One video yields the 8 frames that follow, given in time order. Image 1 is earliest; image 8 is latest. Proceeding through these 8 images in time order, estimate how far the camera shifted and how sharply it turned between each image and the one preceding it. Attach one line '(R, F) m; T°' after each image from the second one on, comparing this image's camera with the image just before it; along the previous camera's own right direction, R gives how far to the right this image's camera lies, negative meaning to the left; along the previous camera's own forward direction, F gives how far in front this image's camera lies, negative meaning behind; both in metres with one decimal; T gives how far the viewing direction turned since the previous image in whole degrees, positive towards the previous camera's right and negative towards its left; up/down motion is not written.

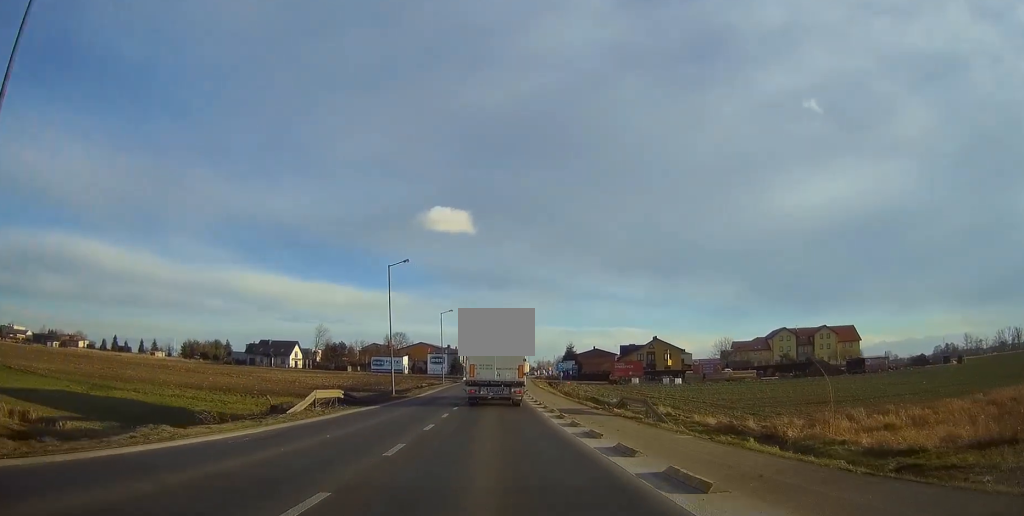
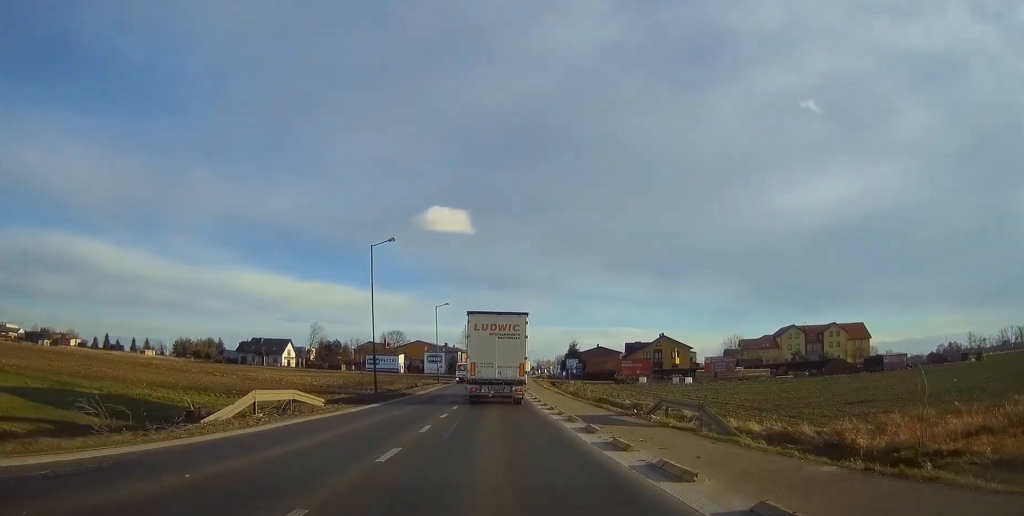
(0.0, +7.1) m; 0°
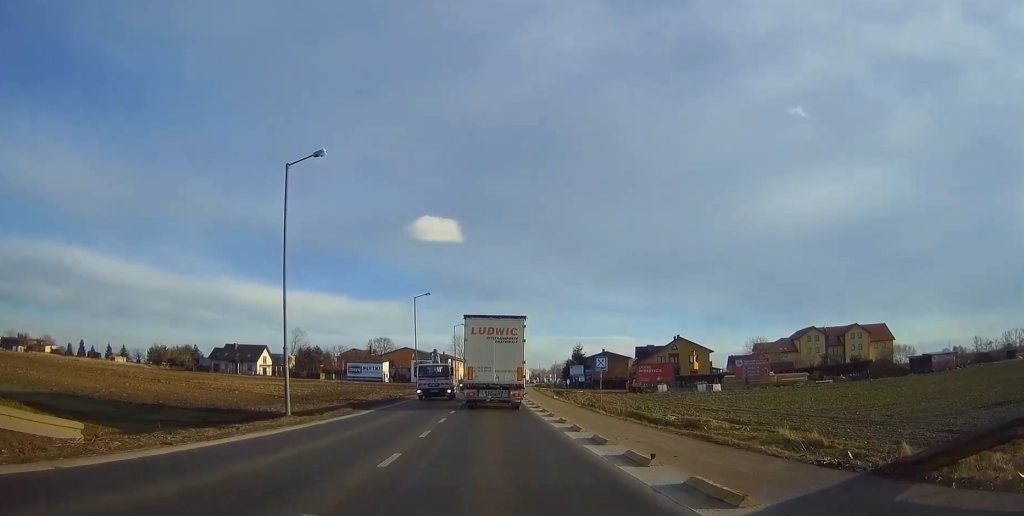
(0.0, +17.4) m; 0°
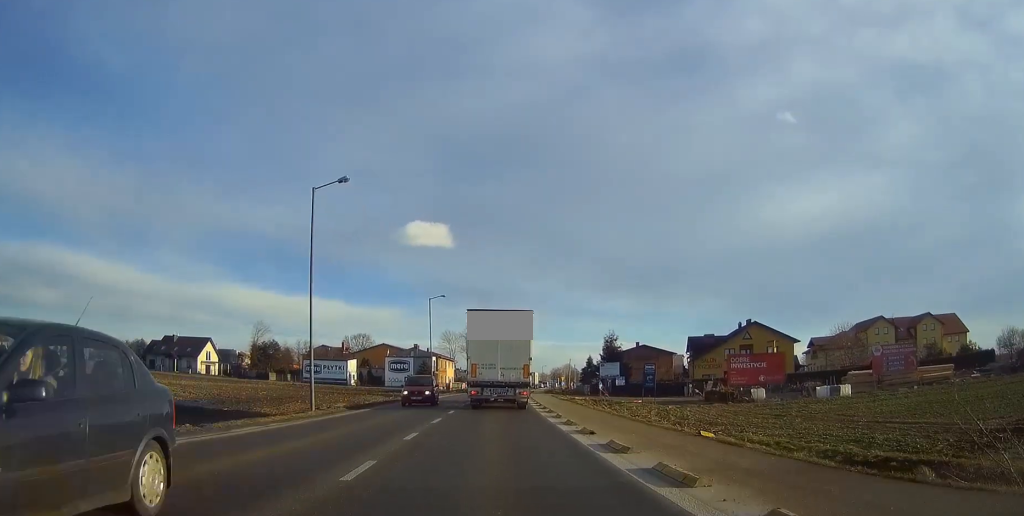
(0.0, +38.1) m; 0°
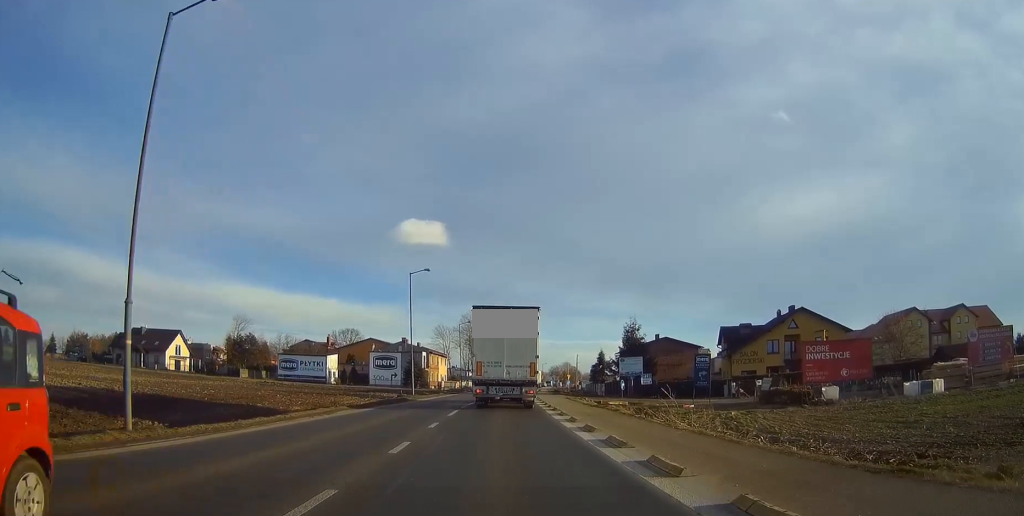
(+0.1, +14.5) m; 0°
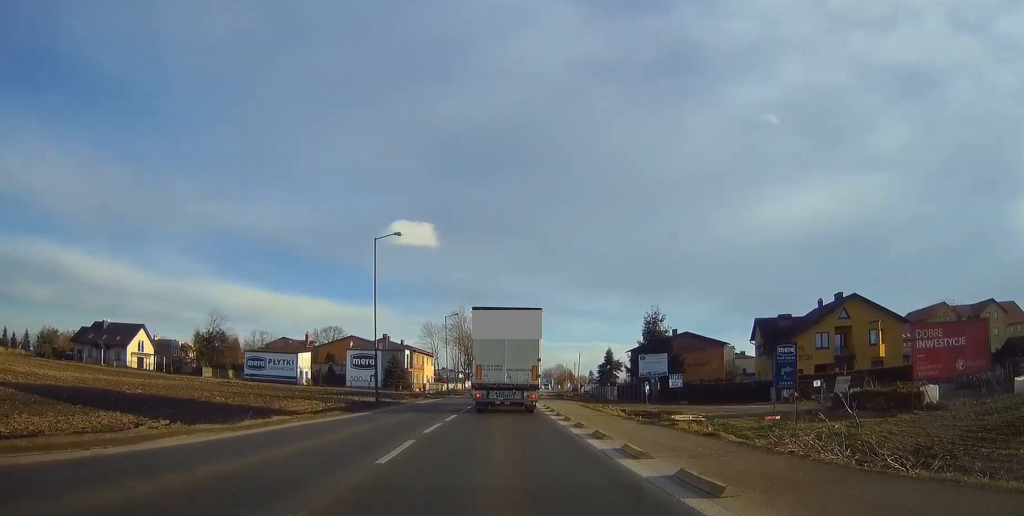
(0.0, +13.5) m; 0°
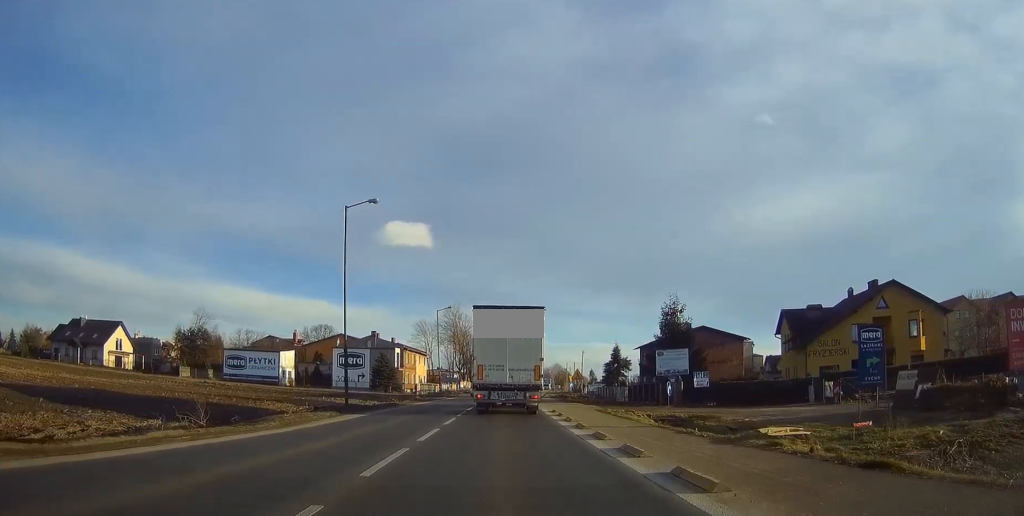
(0.0, +7.5) m; 0°
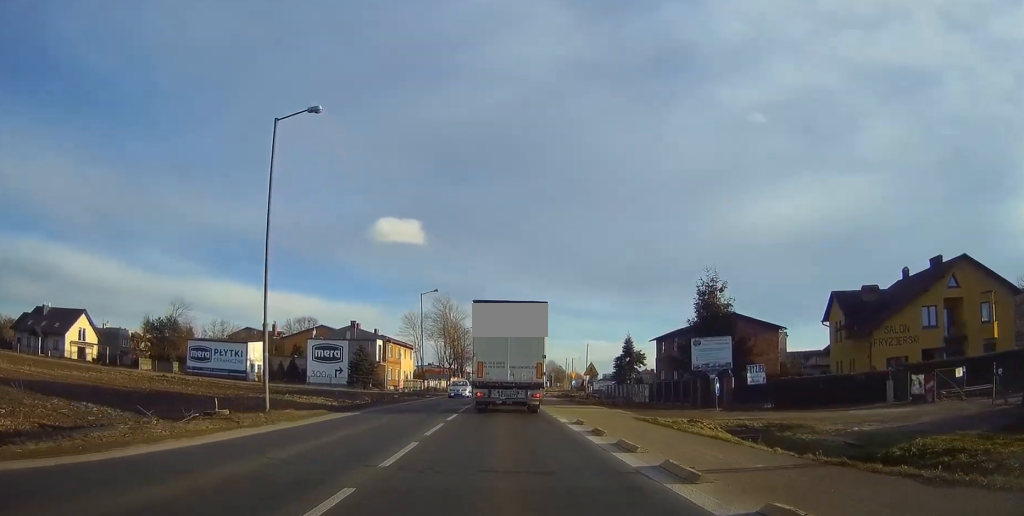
(+0.1, +10.9) m; +1°
